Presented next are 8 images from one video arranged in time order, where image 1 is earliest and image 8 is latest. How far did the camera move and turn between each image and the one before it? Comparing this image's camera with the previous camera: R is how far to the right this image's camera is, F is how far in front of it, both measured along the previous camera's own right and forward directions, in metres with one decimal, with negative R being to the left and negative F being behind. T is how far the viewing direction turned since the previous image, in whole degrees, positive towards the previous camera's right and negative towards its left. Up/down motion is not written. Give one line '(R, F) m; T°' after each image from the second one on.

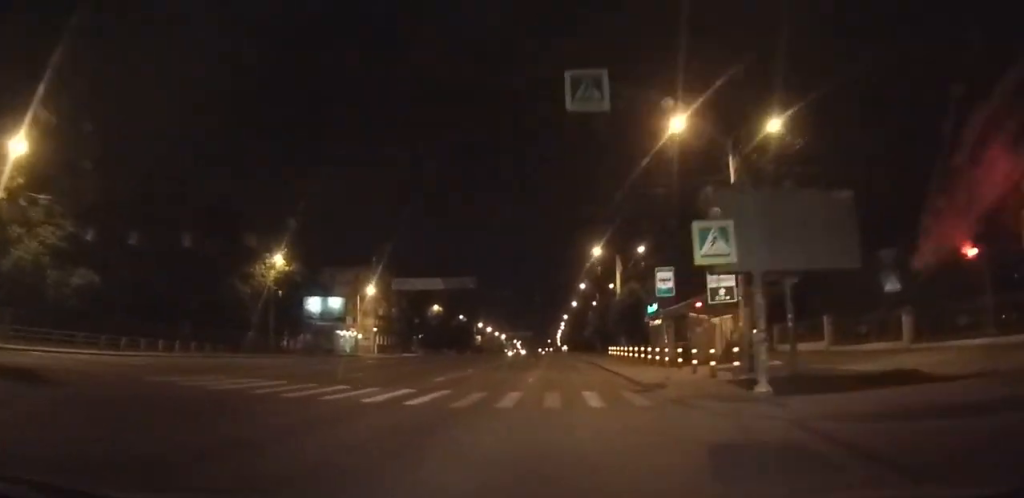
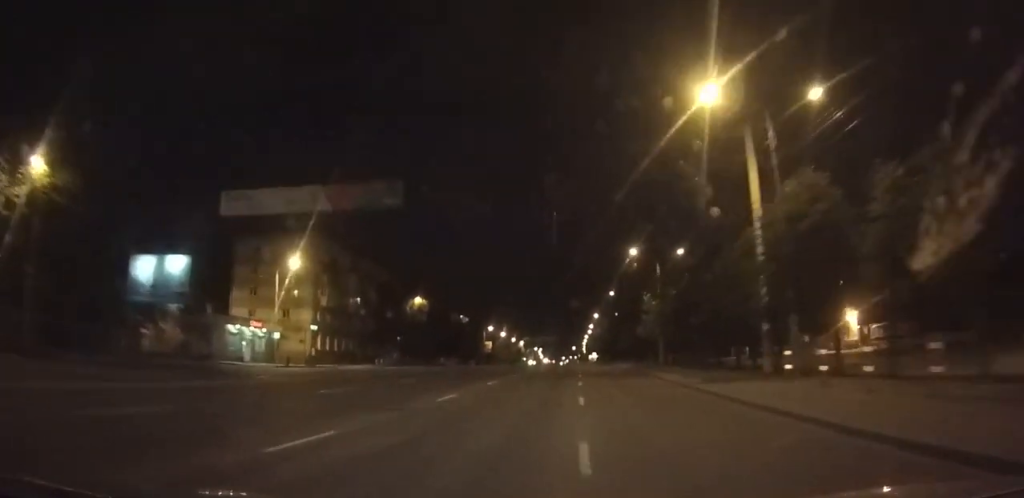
(+0.6, +42.3) m; +1°
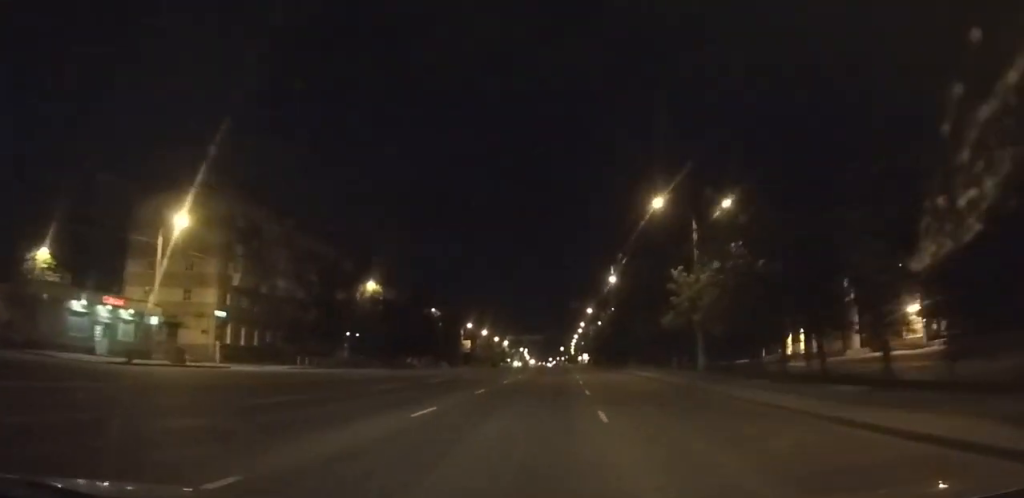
(0.0, +20.1) m; 0°
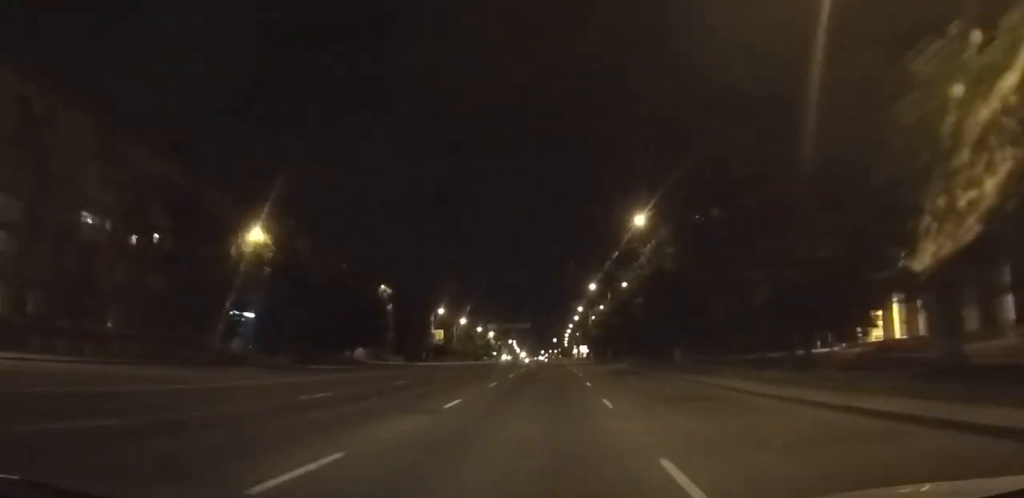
(+0.3, +31.2) m; 0°
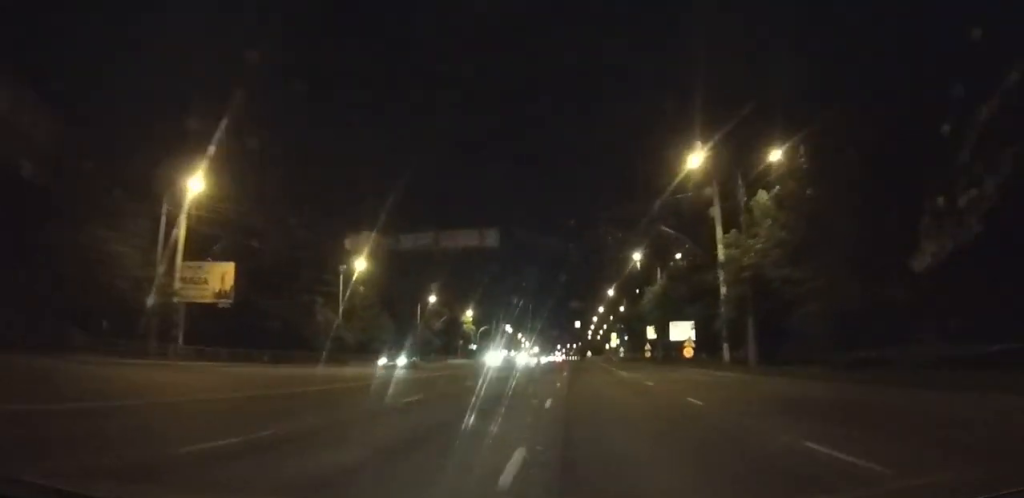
(-0.5, +99.2) m; -1°
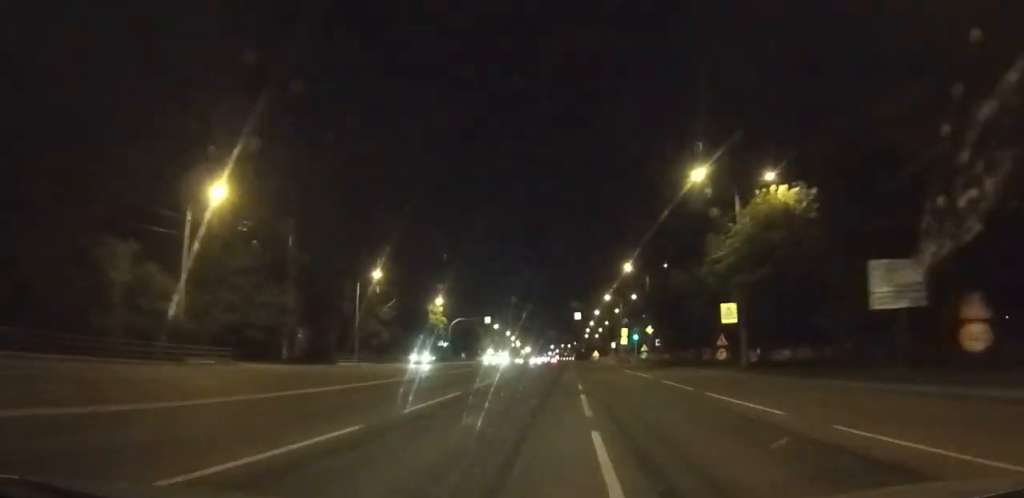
(+0.1, +28.8) m; 0°
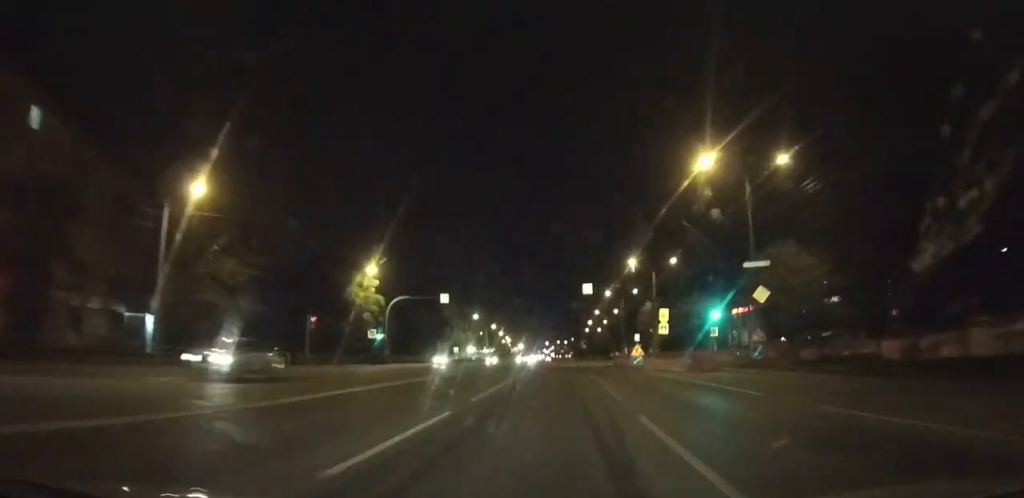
(+0.2, +37.2) m; +1°
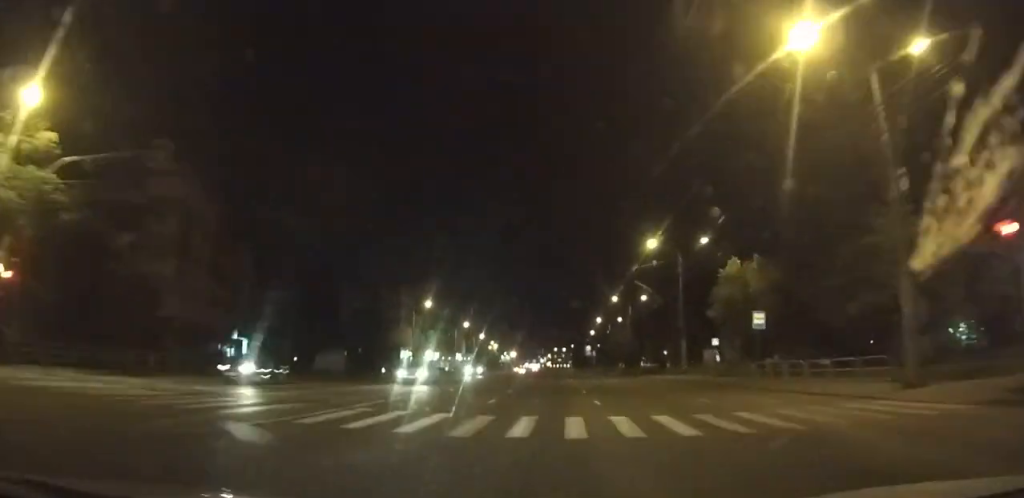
(+0.4, +55.3) m; 0°
